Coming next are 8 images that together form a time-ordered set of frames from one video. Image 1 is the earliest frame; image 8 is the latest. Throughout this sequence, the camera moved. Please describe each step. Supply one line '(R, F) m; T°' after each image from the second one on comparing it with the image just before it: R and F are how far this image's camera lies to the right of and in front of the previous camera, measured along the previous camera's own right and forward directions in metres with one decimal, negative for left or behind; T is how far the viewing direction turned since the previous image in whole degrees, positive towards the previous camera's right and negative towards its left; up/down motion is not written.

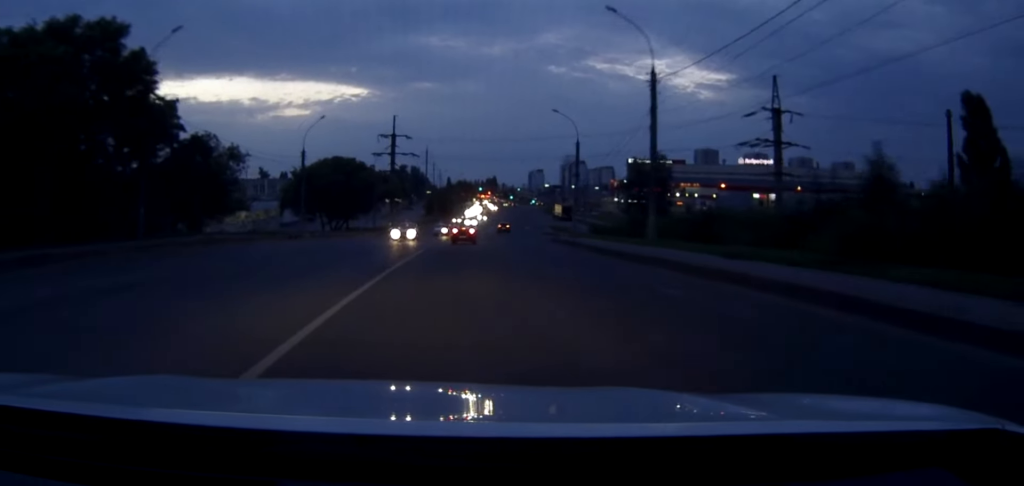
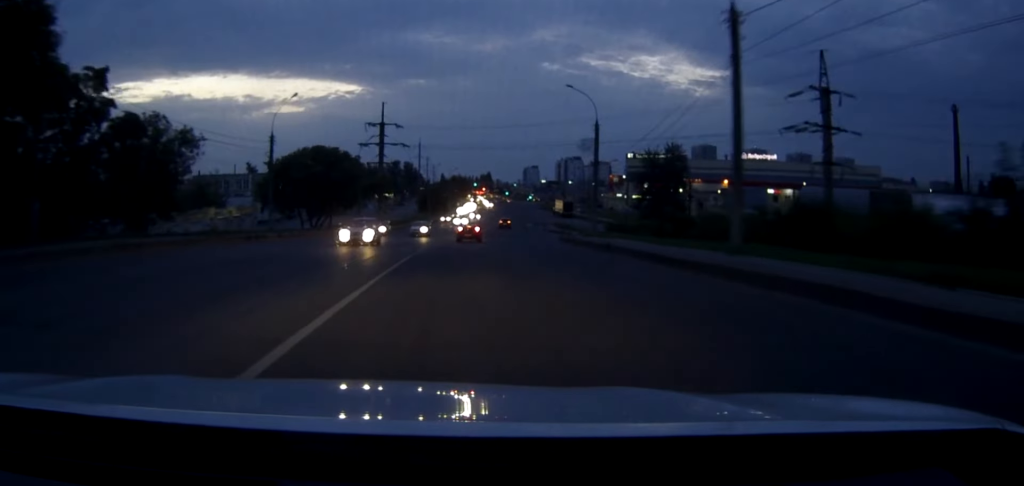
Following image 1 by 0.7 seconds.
(0.0, +11.2) m; +1°
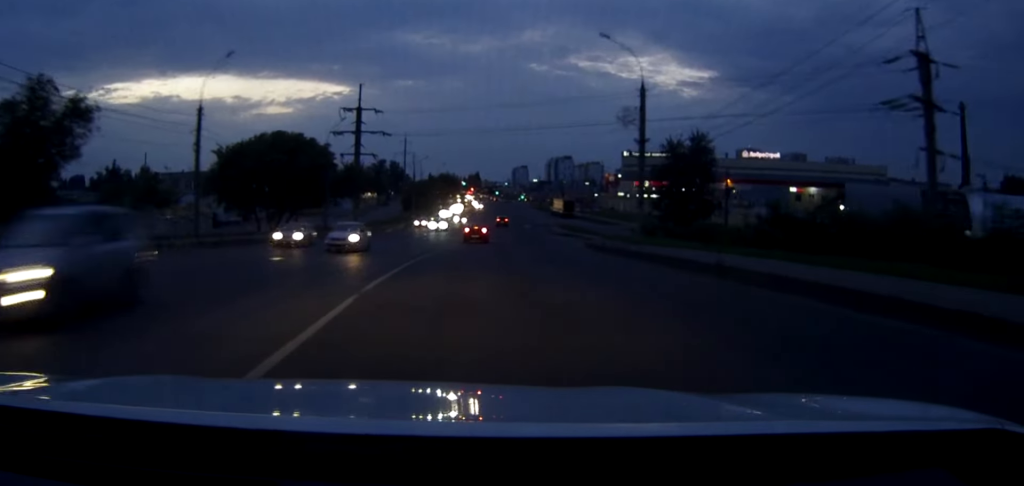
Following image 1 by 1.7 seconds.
(+0.2, +16.6) m; +2°
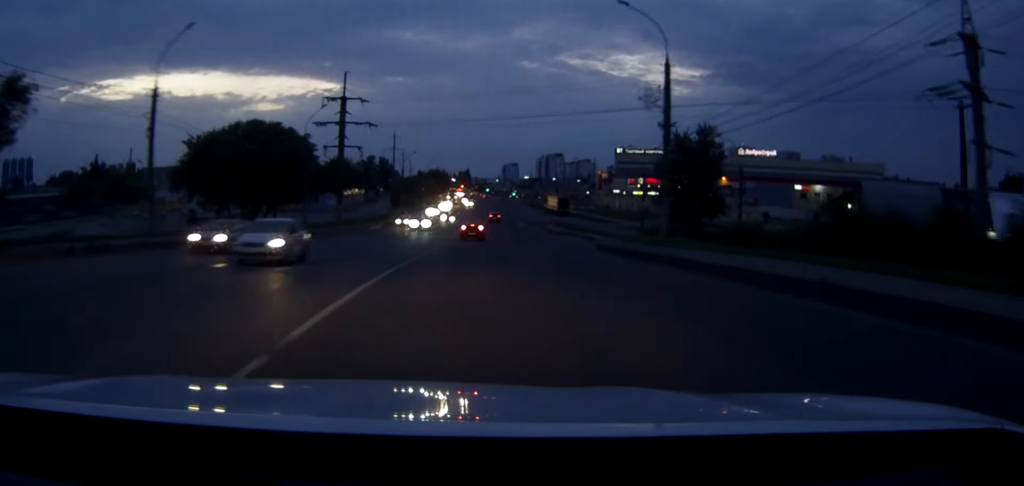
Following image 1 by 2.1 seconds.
(+0.1, +6.5) m; +1°
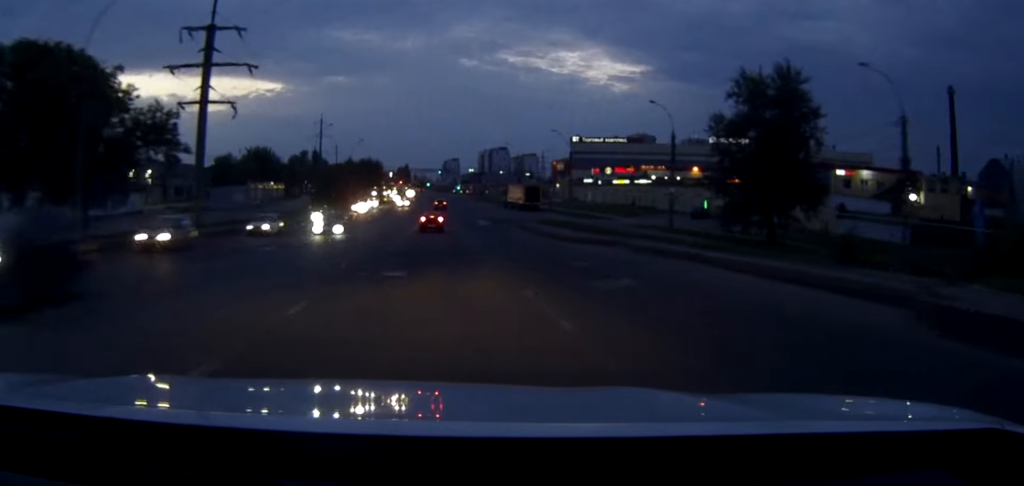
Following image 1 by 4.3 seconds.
(+1.2, +36.0) m; +3°
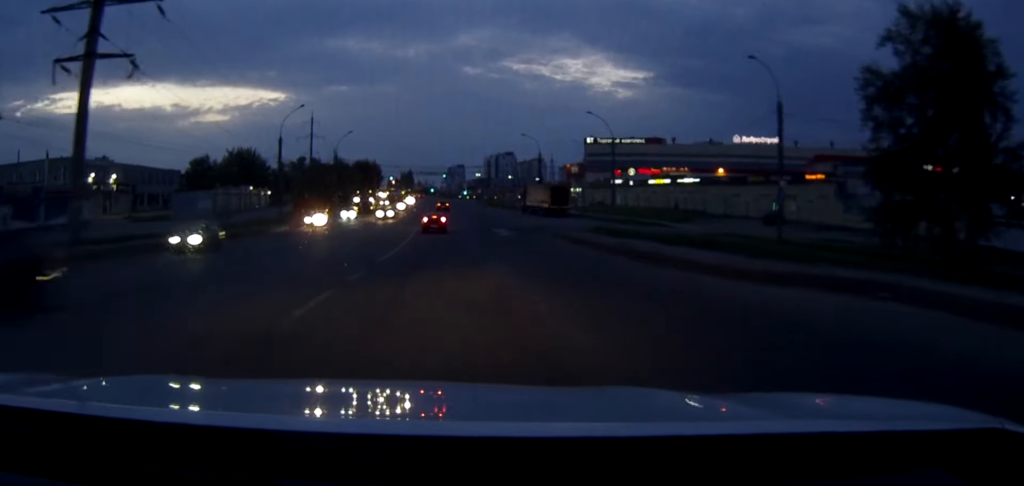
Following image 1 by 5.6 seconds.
(-0.1, +21.6) m; -1°
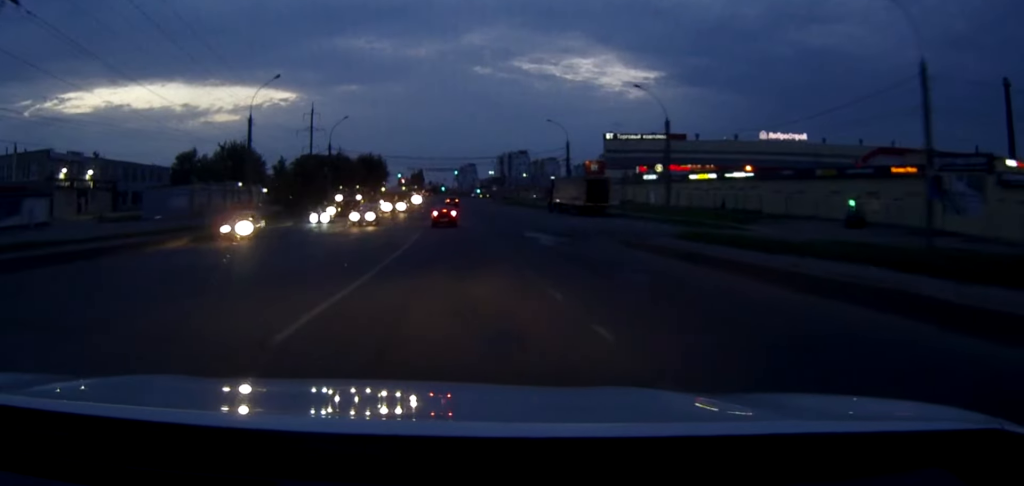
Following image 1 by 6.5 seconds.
(-0.1, +15.0) m; 0°
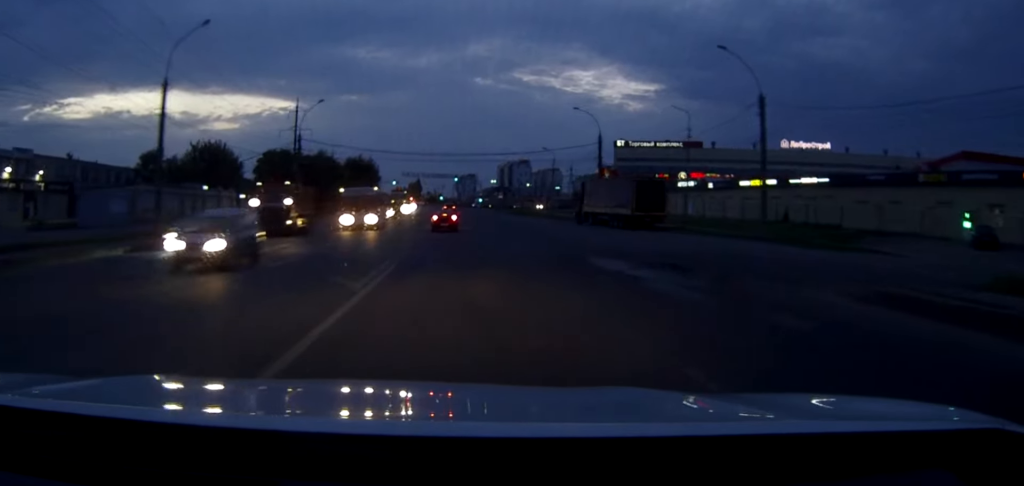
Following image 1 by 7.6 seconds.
(+0.1, +18.6) m; +1°
